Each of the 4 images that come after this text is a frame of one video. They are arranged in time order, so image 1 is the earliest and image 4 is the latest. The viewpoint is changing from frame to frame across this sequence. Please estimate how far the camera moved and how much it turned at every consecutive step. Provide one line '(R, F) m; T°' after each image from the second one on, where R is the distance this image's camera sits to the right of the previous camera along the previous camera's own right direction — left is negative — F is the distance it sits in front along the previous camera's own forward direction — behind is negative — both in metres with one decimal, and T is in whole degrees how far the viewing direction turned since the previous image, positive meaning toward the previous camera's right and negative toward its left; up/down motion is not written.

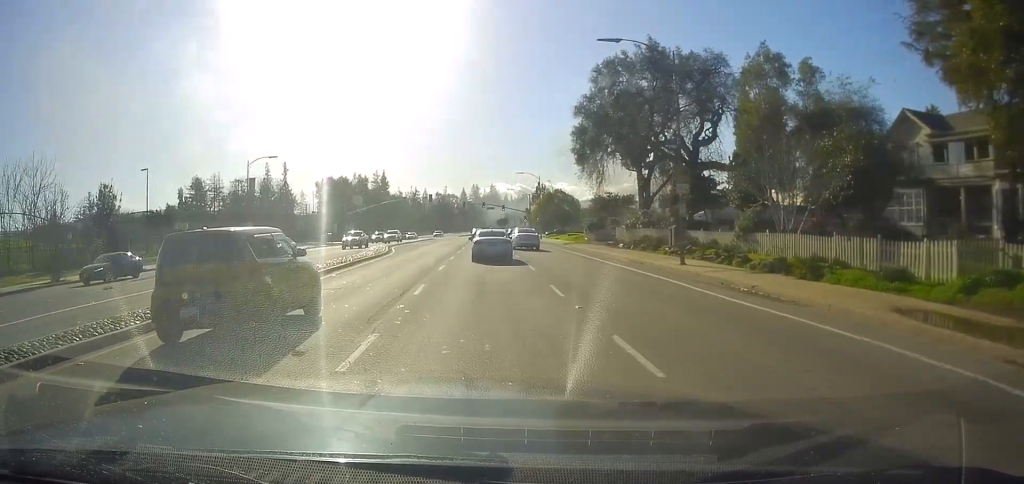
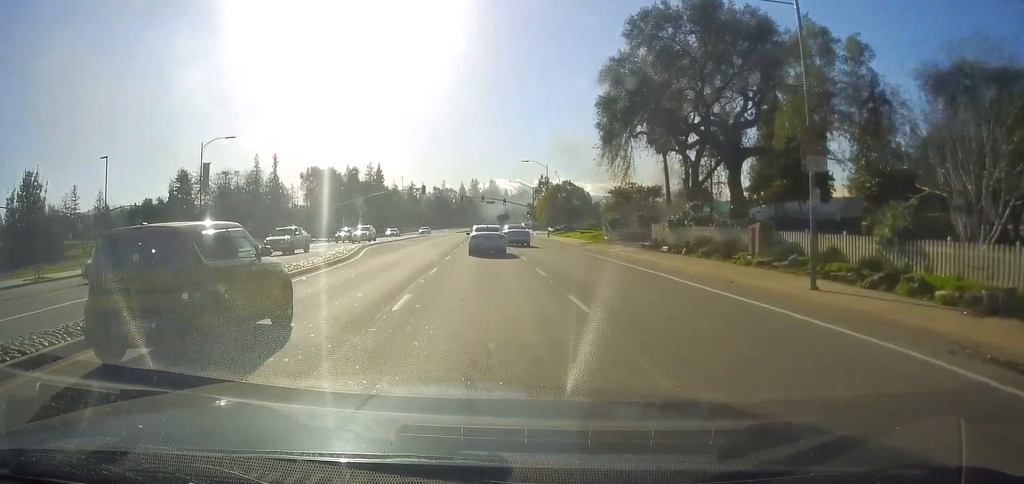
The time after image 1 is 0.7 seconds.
(+0.1, +9.8) m; -1°
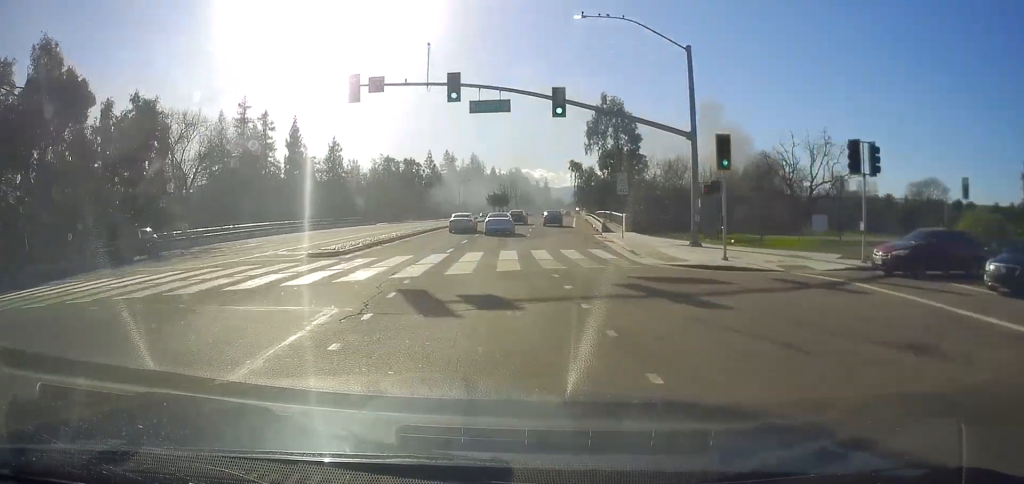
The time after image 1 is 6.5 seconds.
(+0.7, +98.4) m; +2°
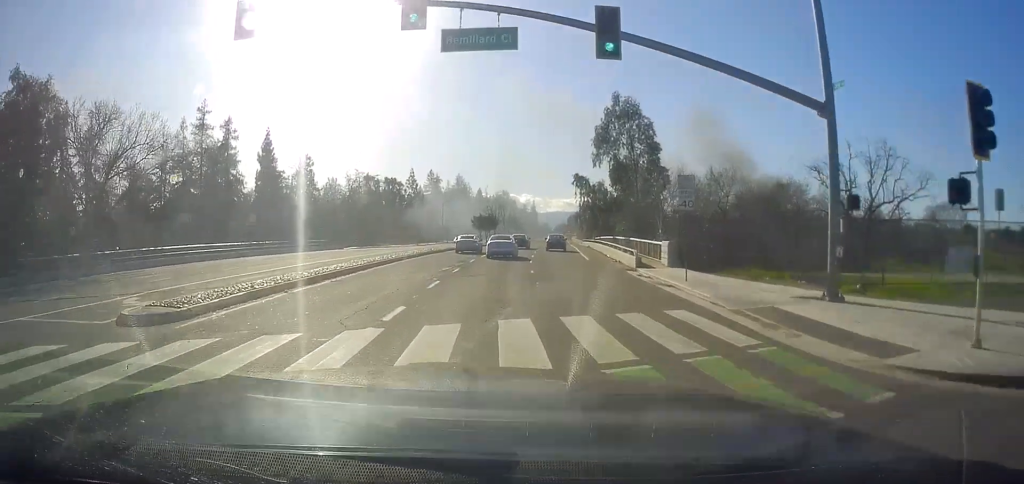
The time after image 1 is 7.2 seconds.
(+0.1, +12.6) m; 0°
